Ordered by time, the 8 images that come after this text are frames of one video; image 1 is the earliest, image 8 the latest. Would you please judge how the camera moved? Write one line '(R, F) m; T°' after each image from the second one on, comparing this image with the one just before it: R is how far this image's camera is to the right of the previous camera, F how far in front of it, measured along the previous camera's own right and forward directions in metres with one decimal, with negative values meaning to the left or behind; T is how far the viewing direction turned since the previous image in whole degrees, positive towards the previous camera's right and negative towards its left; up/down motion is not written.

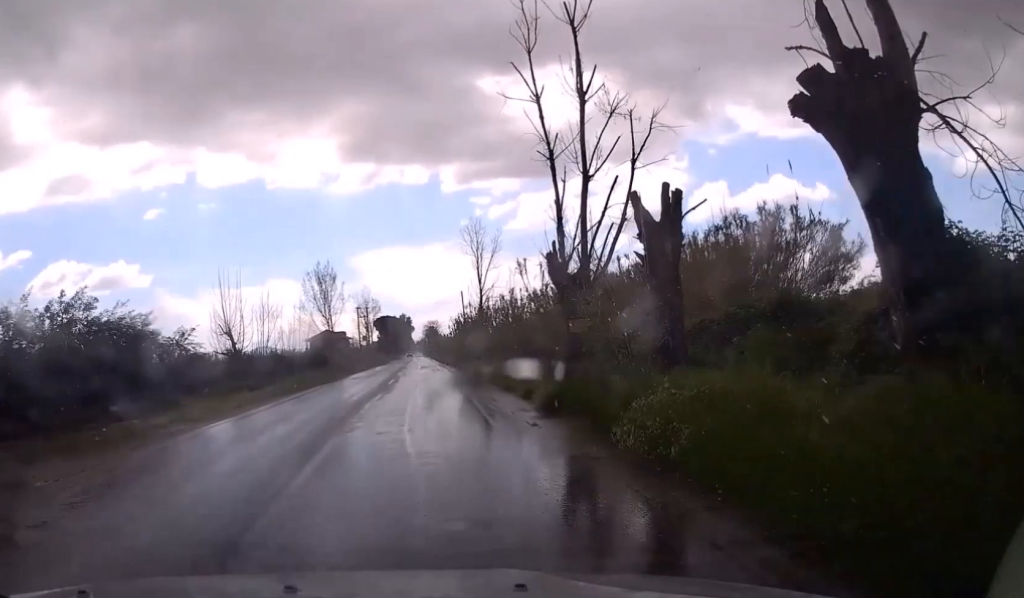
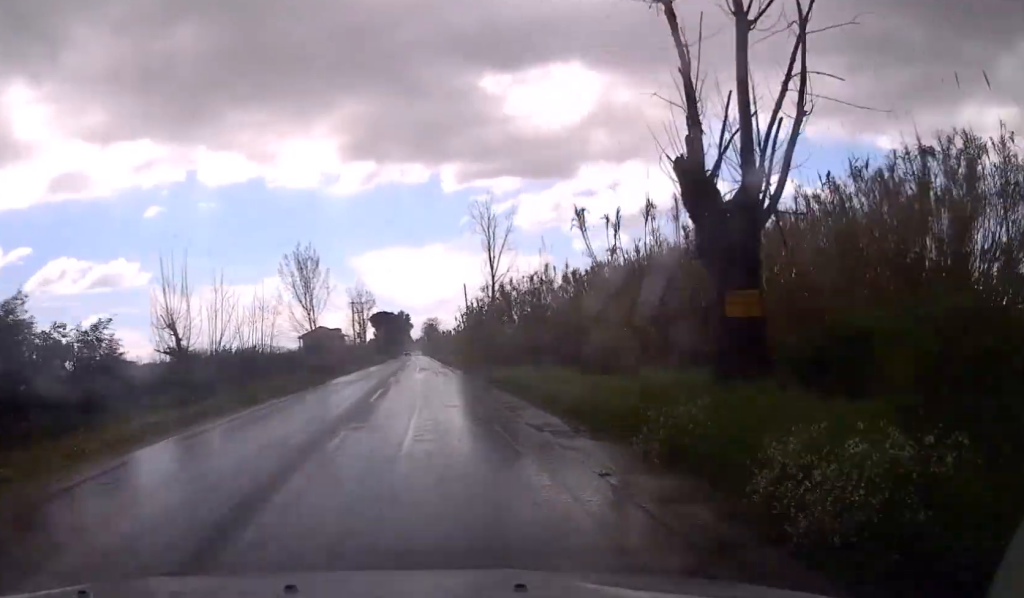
(-0.1, +10.2) m; 0°
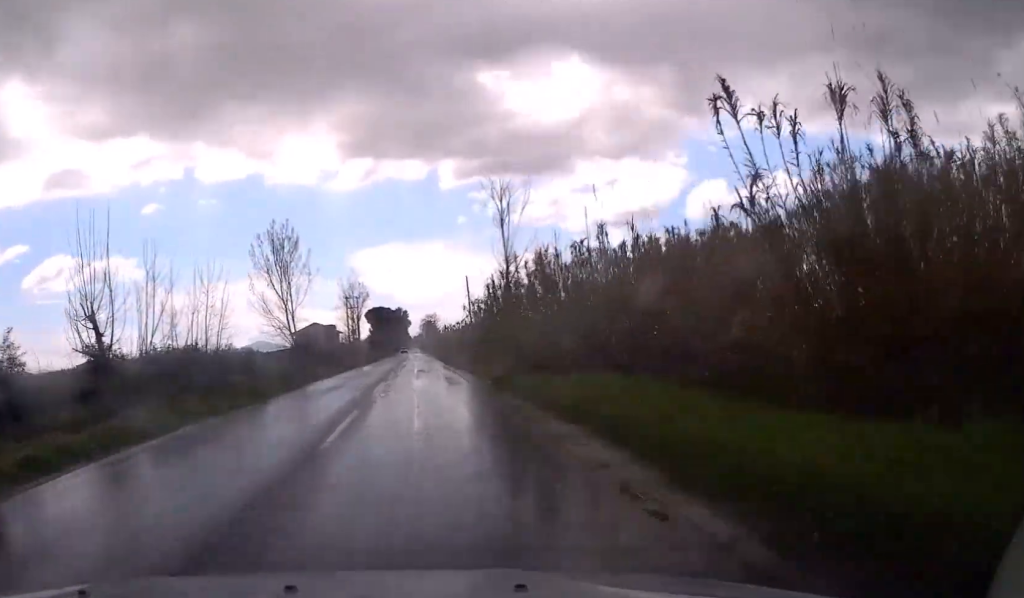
(-0.1, +9.7) m; +1°
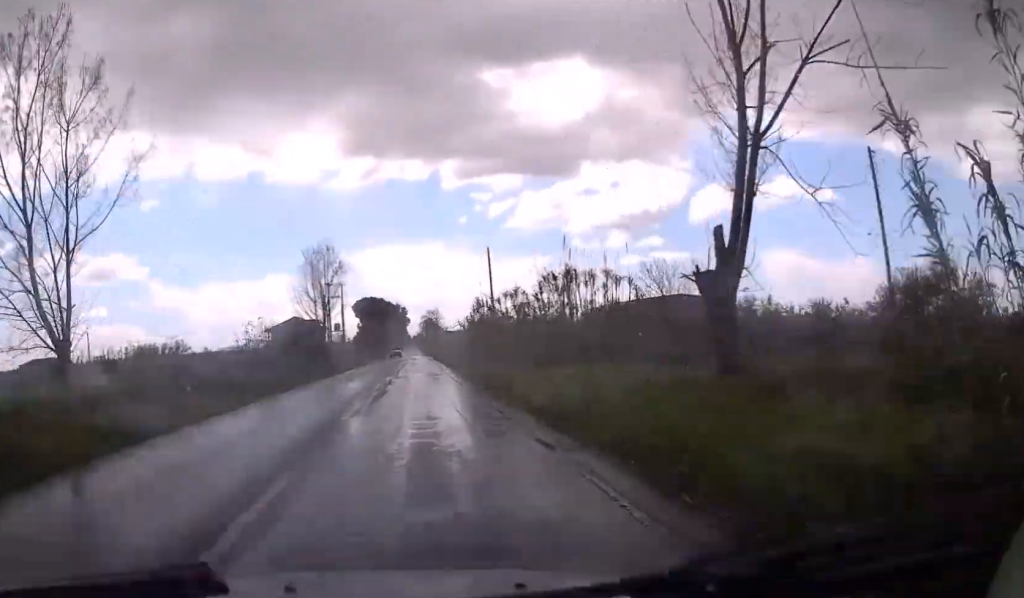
(+0.4, +32.3) m; 0°
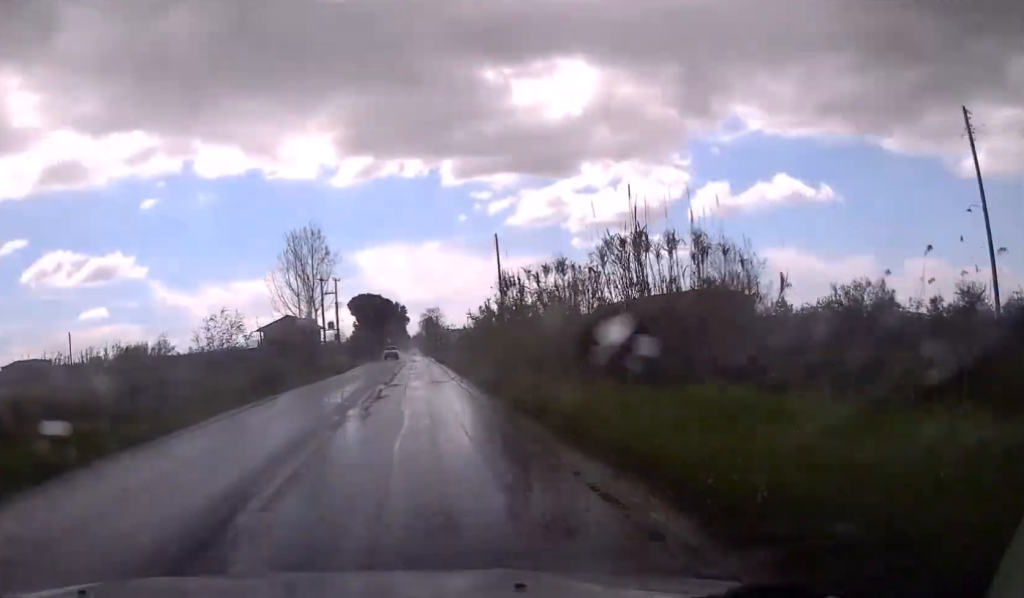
(0.0, +8.5) m; 0°
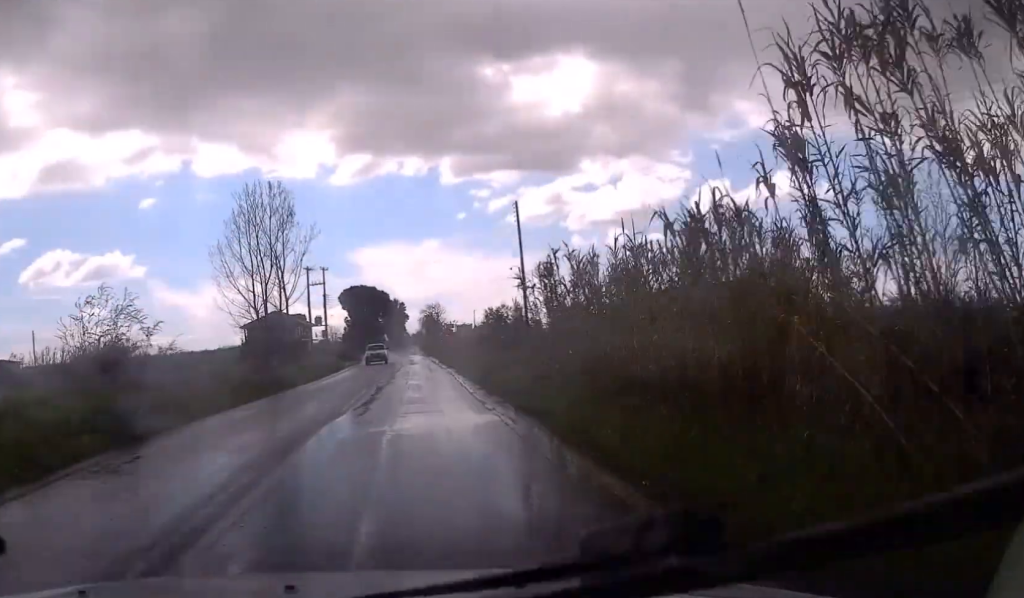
(+0.1, +14.6) m; 0°
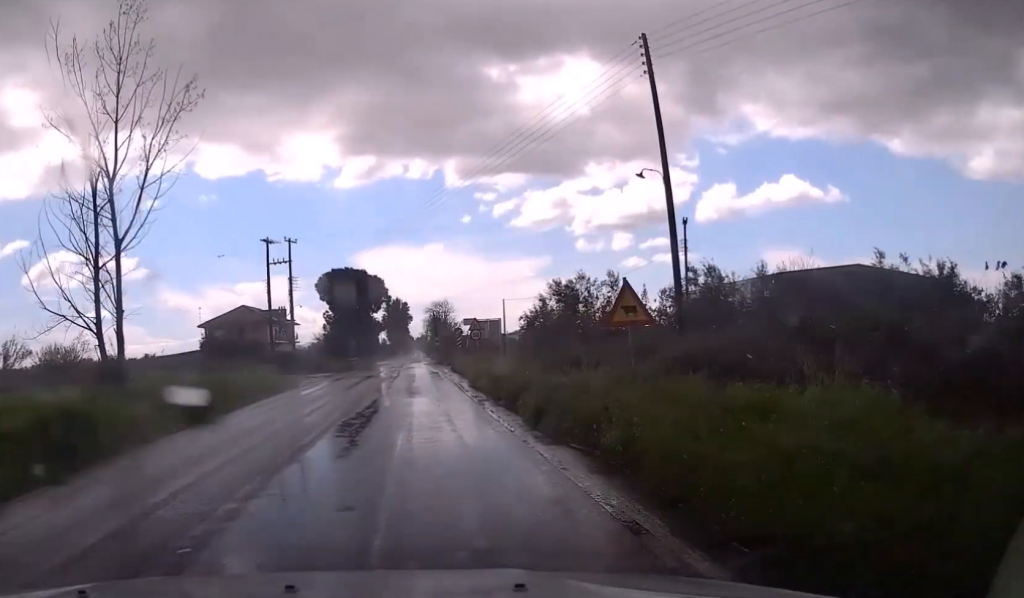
(-0.3, +31.0) m; -1°
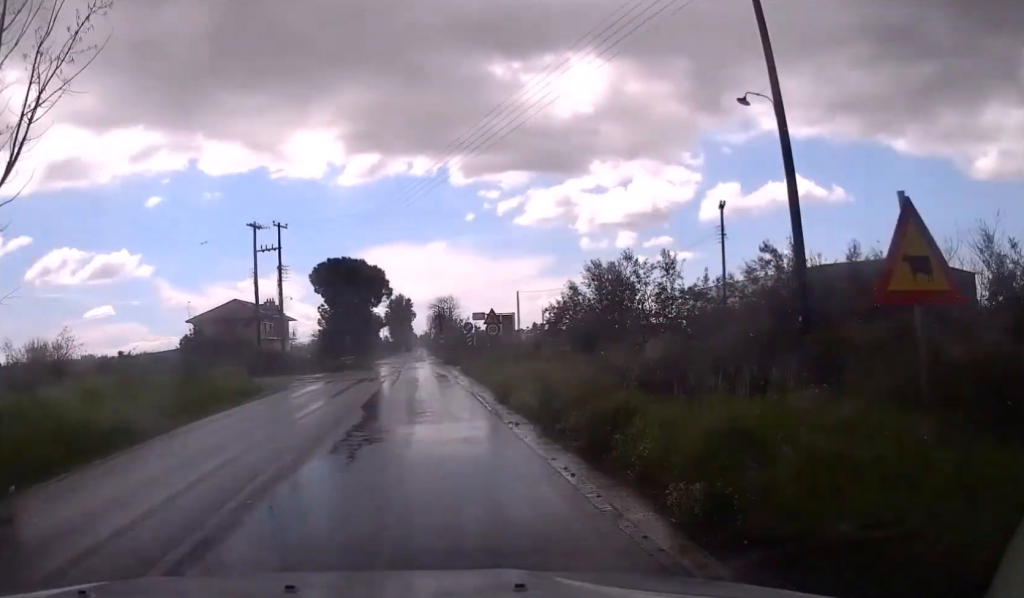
(0.0, +7.6) m; 0°
